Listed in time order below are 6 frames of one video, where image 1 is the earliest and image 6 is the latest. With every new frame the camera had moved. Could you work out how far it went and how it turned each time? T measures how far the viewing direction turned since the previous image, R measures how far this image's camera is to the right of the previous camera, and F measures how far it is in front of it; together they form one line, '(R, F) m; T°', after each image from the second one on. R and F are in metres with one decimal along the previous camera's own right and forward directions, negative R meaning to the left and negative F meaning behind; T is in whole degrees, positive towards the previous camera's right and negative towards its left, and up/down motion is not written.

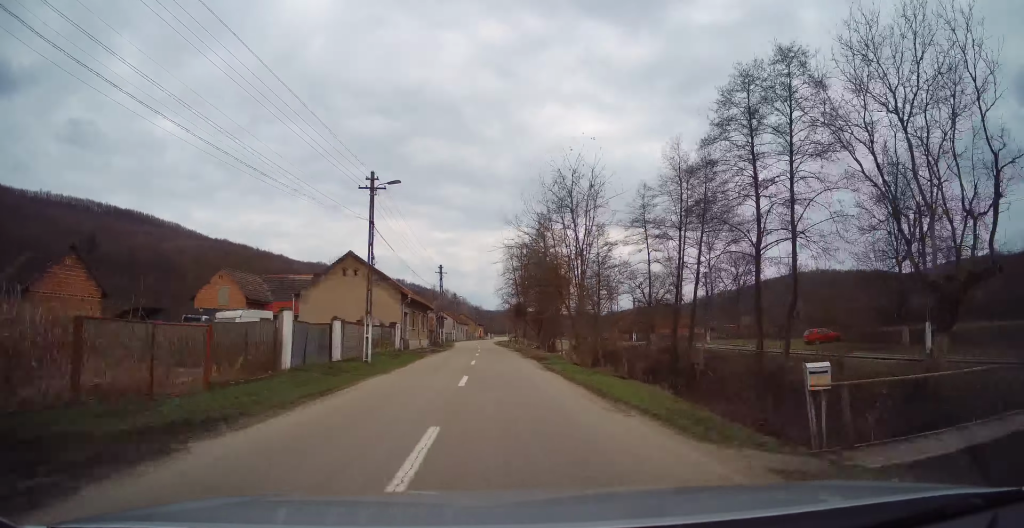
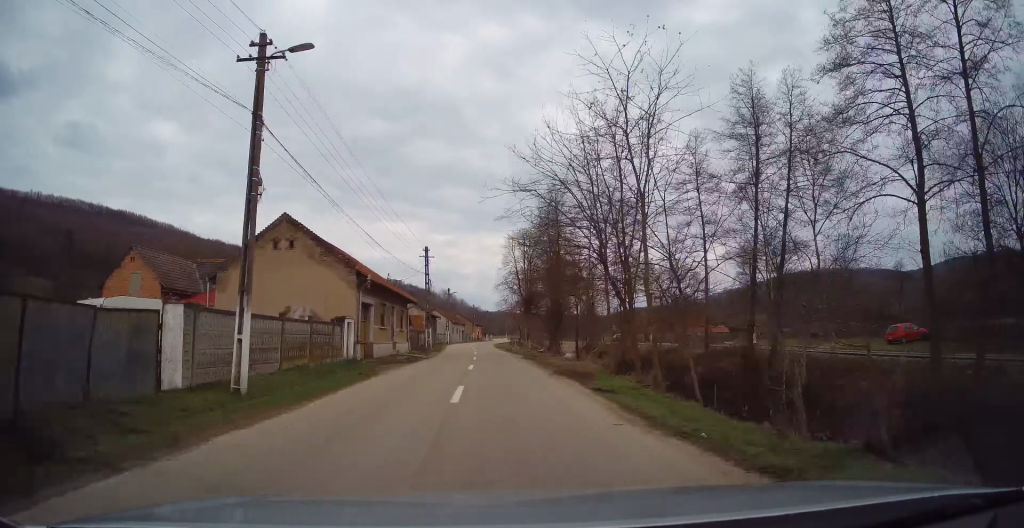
(-0.1, +12.3) m; 0°
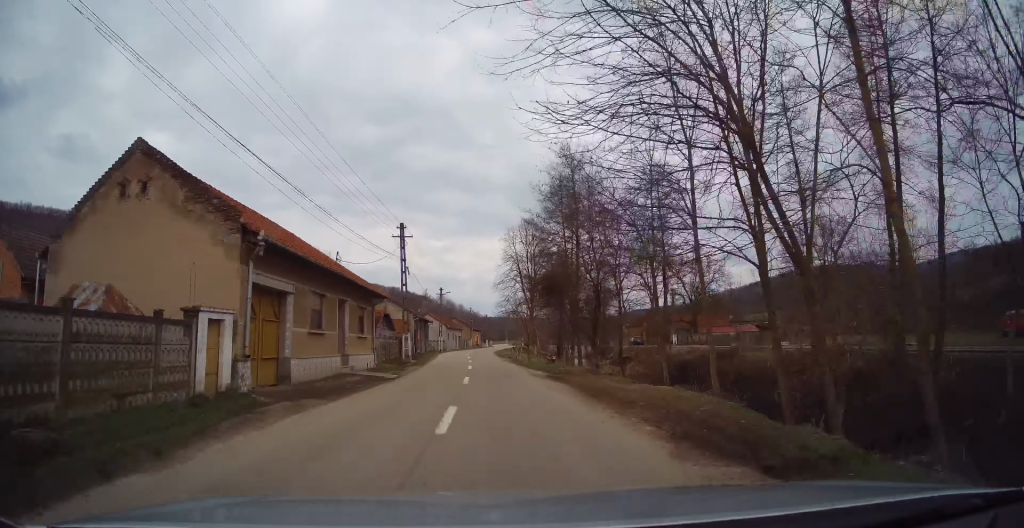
(+0.3, +11.7) m; 0°
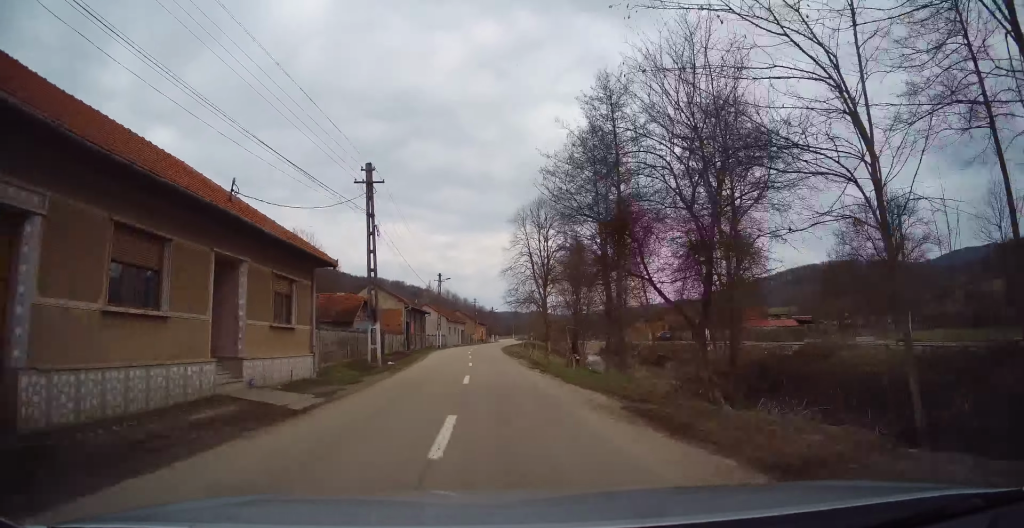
(0.0, +10.5) m; 0°
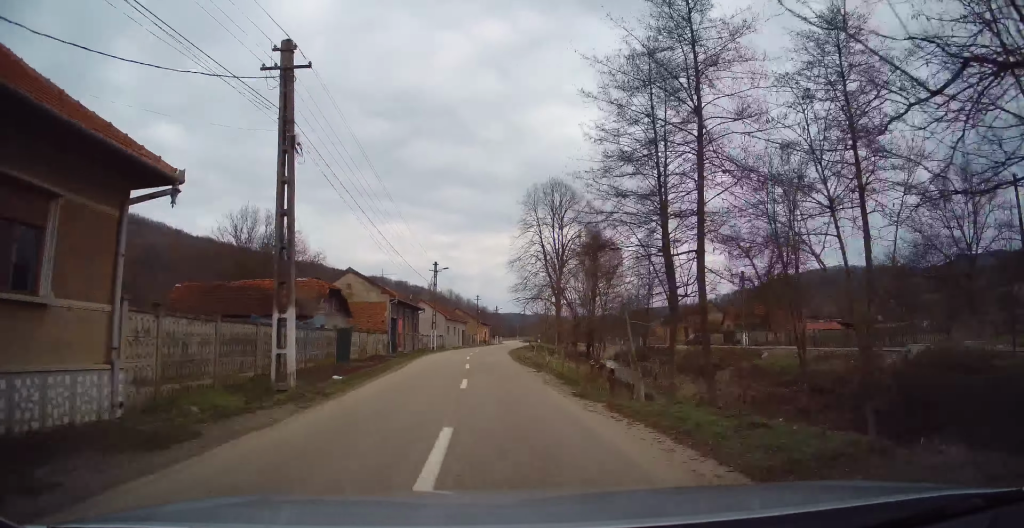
(-0.2, +10.0) m; 0°
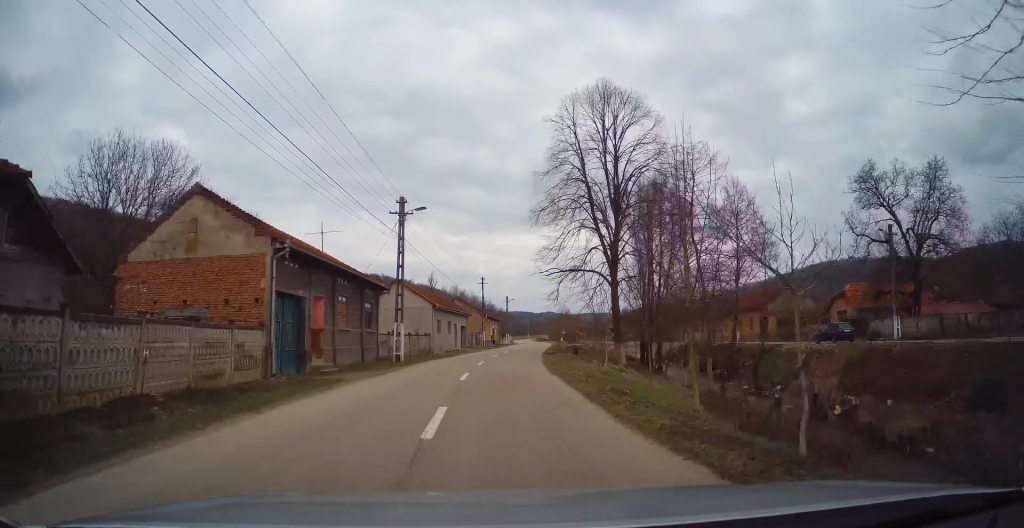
(0.0, +24.6) m; 0°
